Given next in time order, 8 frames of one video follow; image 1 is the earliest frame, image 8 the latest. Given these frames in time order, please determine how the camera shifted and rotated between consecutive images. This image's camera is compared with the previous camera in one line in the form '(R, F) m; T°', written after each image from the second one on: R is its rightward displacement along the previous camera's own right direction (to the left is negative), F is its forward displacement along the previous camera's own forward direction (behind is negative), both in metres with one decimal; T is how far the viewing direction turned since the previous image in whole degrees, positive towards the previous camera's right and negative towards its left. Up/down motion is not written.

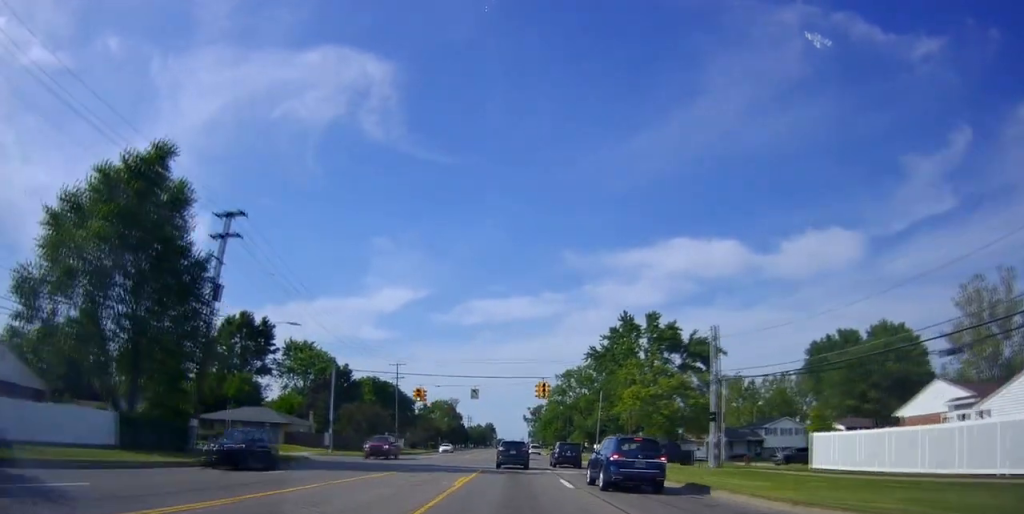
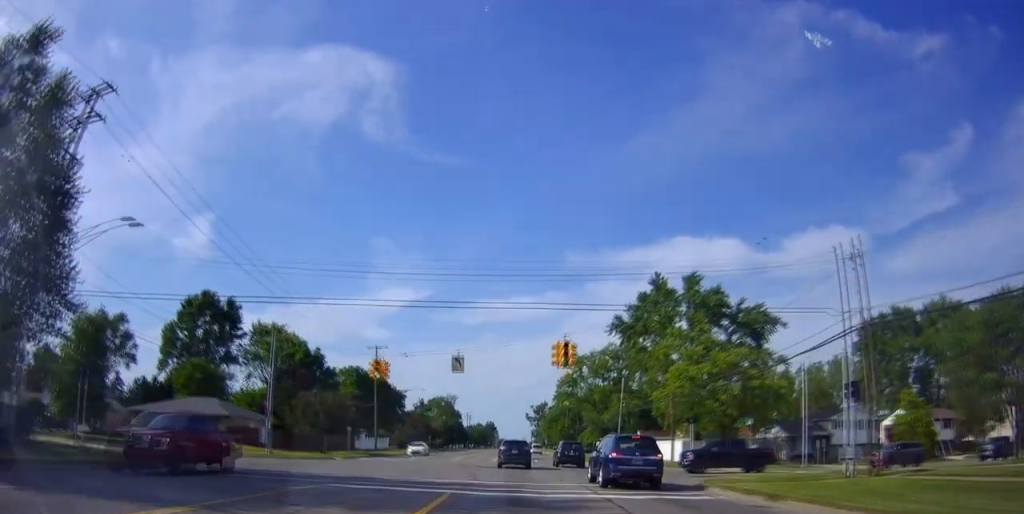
(-0.2, +16.1) m; 0°
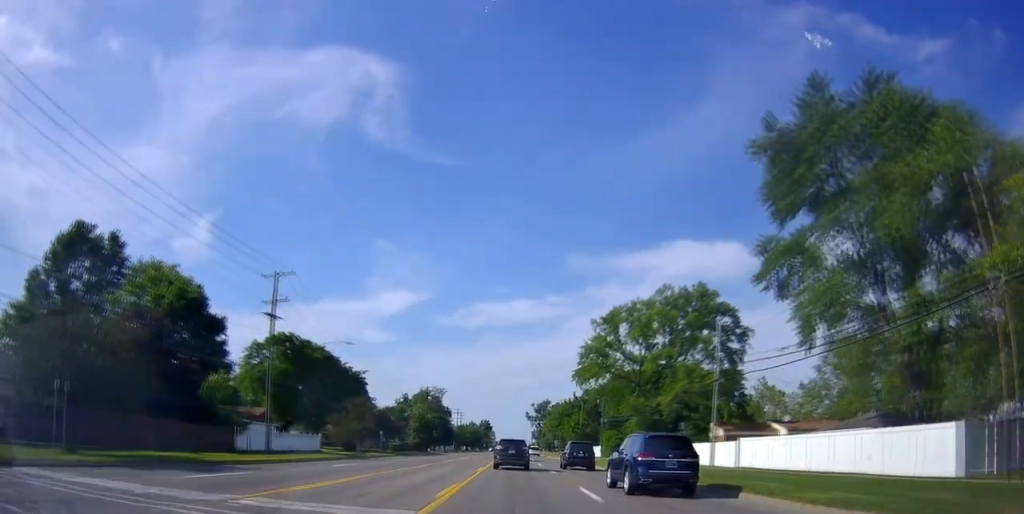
(+0.3, +35.9) m; +1°
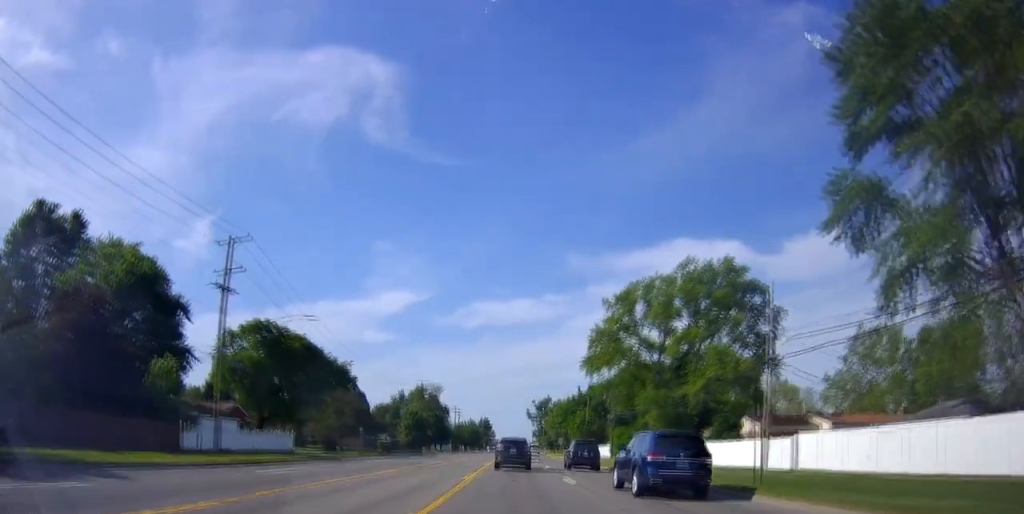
(+0.2, +8.7) m; +1°
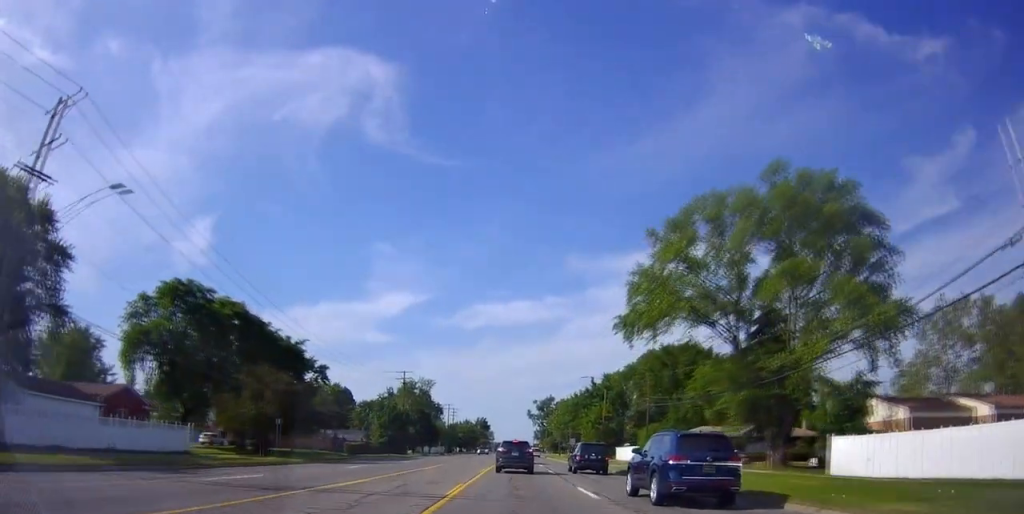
(-0.3, +21.0) m; 0°
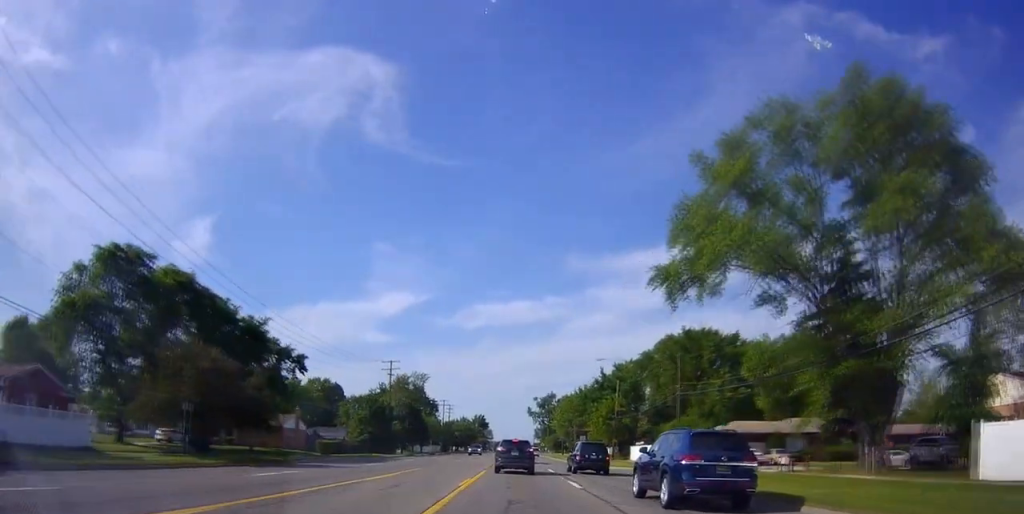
(+0.3, +11.5) m; -1°
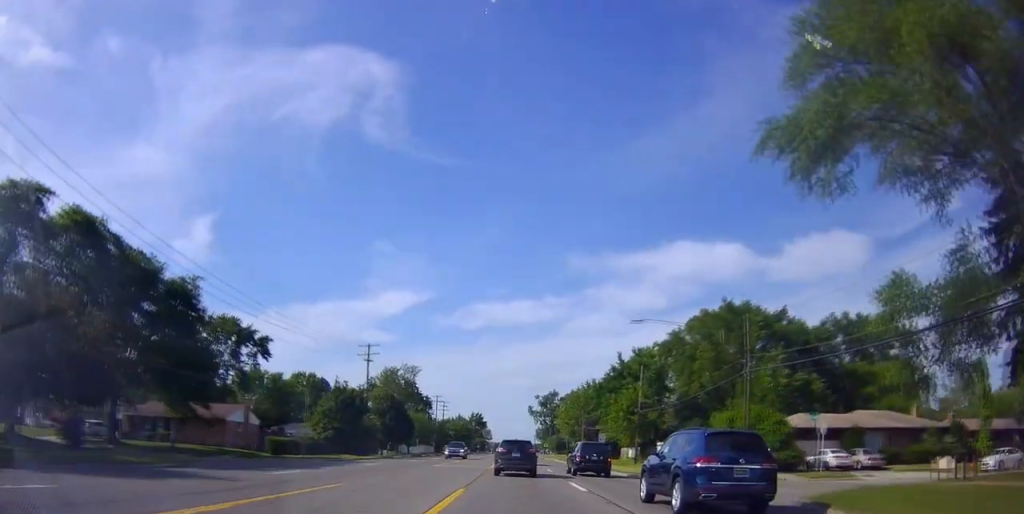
(-0.6, +15.2) m; 0°
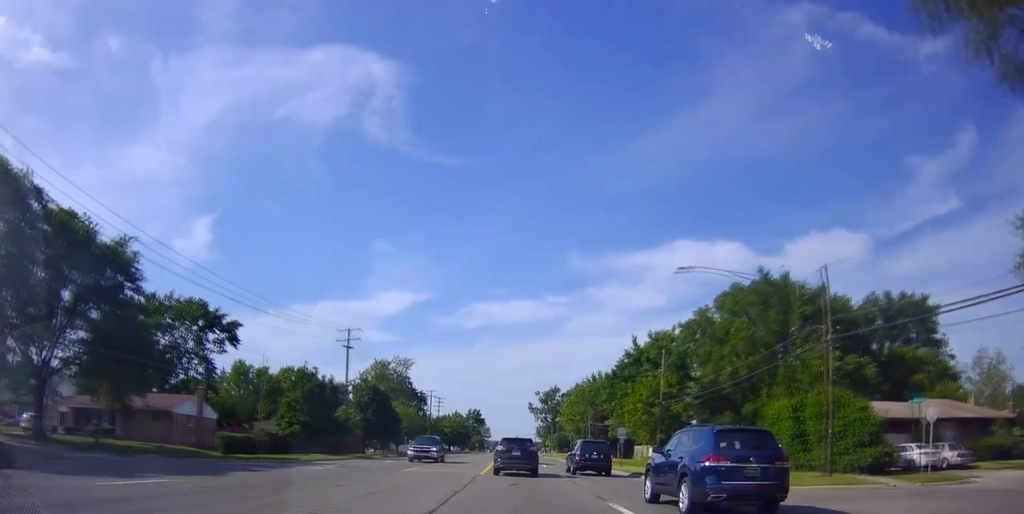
(+0.2, +9.8) m; +1°
